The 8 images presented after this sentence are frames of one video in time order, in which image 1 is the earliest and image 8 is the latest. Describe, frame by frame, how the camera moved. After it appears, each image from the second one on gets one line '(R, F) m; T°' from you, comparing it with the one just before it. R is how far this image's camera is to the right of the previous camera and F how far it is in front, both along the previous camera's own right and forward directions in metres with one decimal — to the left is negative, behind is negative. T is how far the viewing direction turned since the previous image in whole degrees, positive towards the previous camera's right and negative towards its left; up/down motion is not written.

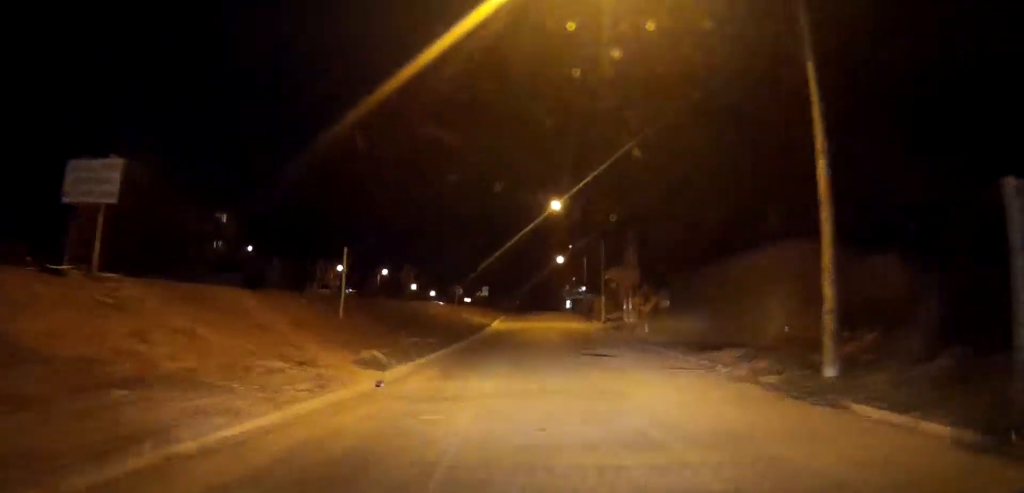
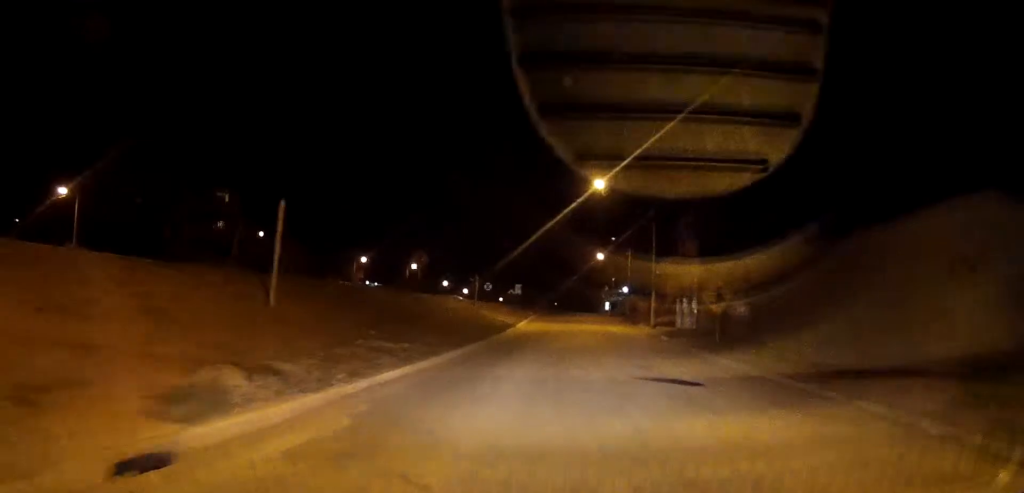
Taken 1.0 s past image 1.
(-0.1, +8.4) m; 0°
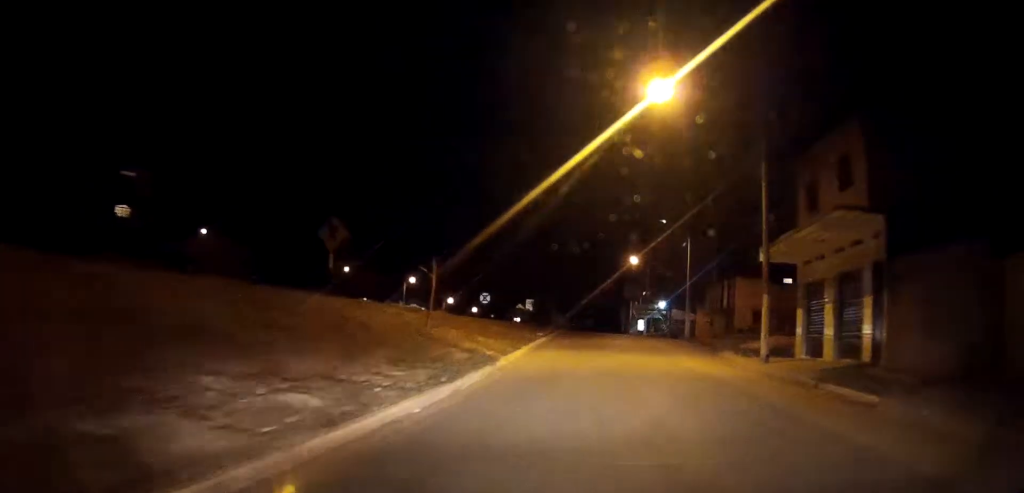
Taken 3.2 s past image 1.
(-0.6, +19.9) m; -4°
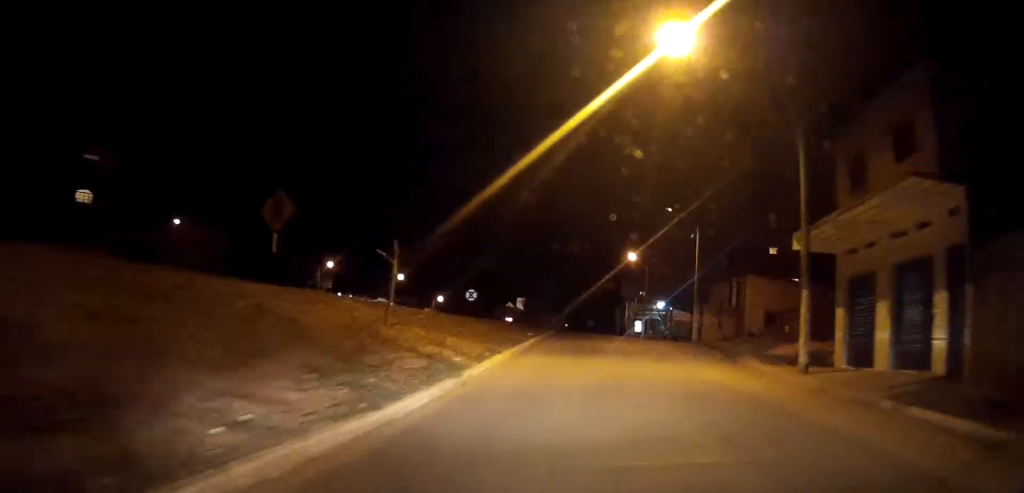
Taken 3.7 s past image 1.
(-0.1, +4.4) m; 0°
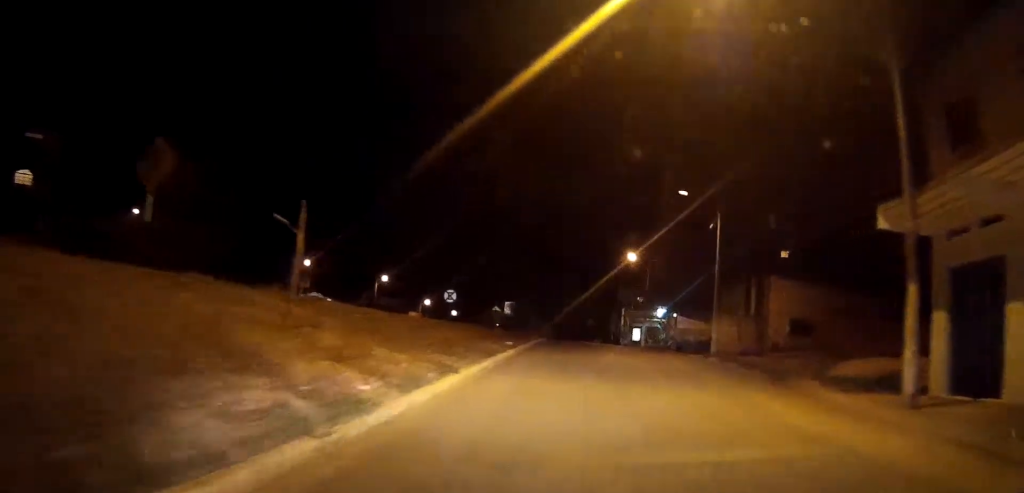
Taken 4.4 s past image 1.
(+0.1, +6.4) m; +1°
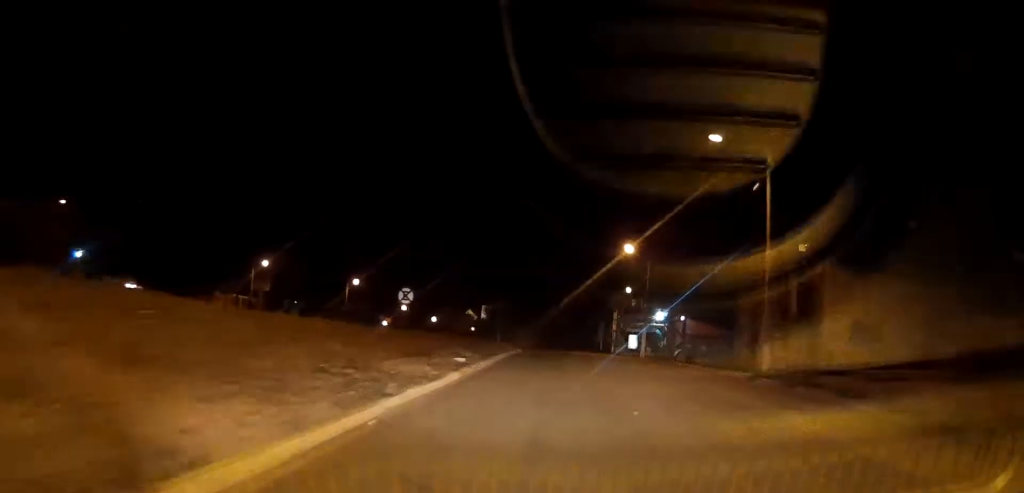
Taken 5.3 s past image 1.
(+0.1, +9.4) m; 0°
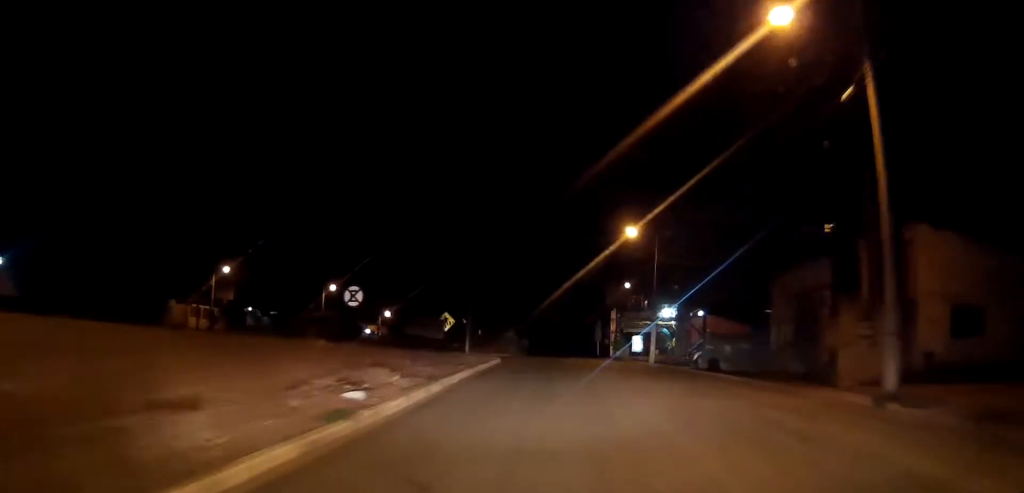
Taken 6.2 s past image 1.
(0.0, +8.5) m; -1°
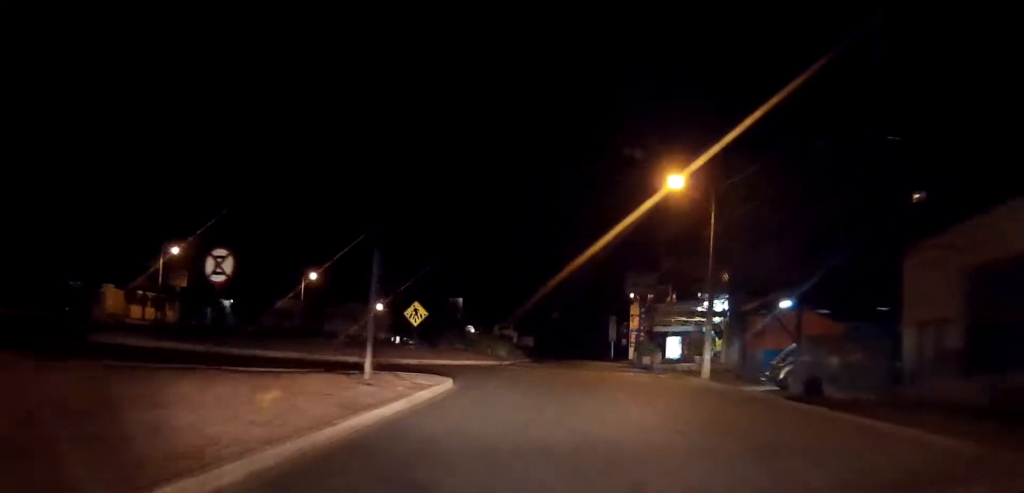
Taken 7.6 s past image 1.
(-0.4, +13.5) m; -3°
